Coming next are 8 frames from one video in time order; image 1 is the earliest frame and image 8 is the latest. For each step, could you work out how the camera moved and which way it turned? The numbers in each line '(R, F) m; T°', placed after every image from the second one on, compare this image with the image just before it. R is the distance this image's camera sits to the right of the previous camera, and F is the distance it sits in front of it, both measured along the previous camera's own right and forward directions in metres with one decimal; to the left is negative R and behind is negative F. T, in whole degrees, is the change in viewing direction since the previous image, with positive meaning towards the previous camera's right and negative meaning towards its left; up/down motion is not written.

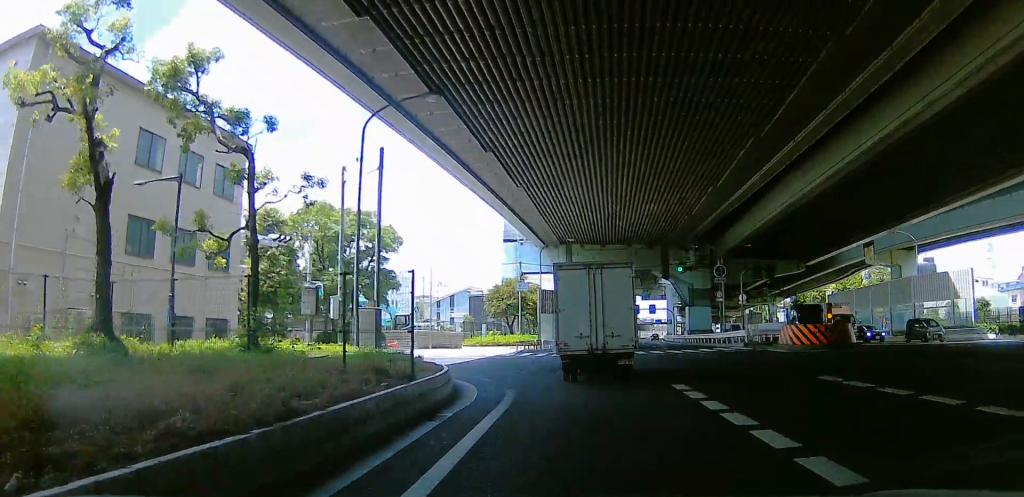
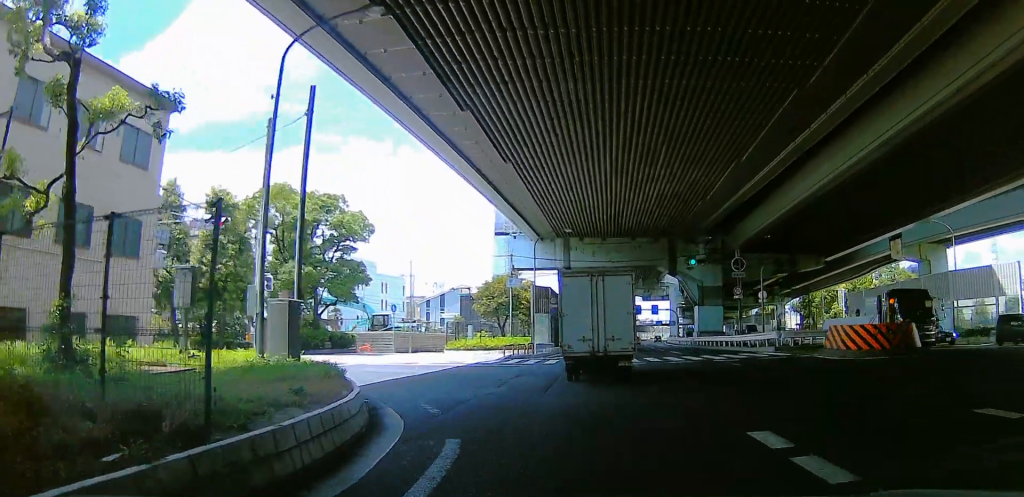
(+0.5, +4.1) m; +12°
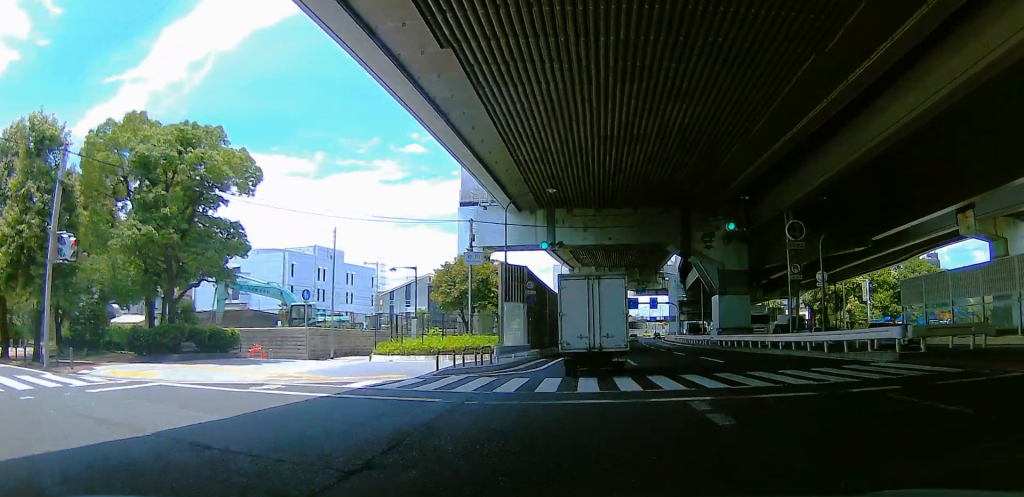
(+0.4, +10.0) m; +6°
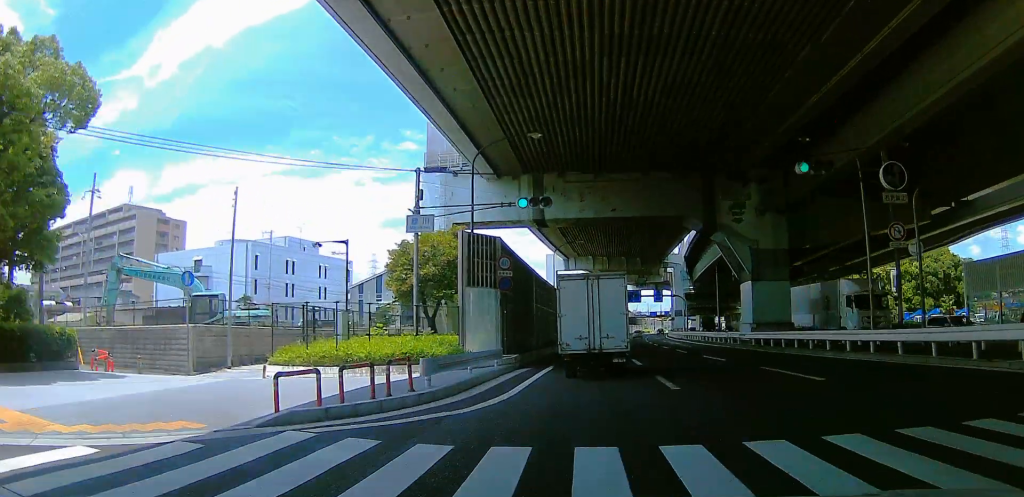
(+1.1, +8.6) m; +9°
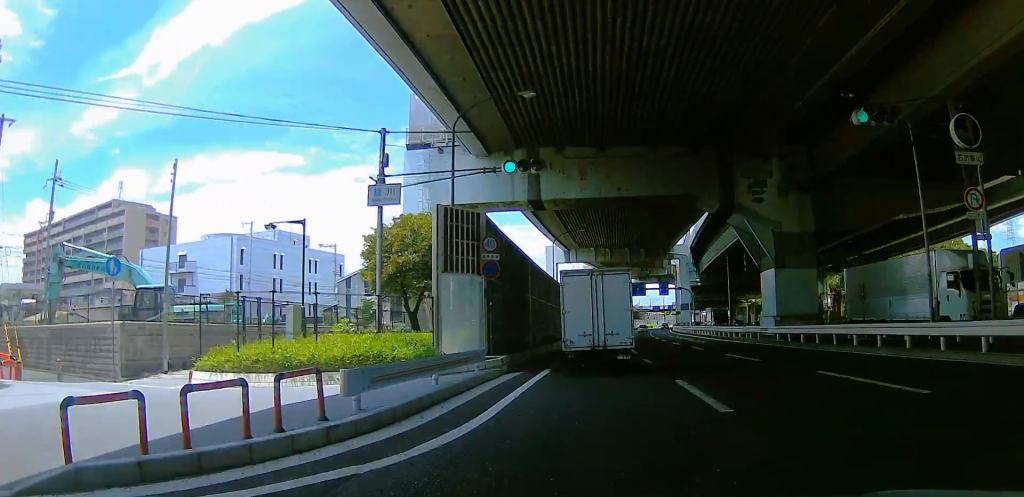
(+0.1, +3.8) m; +2°
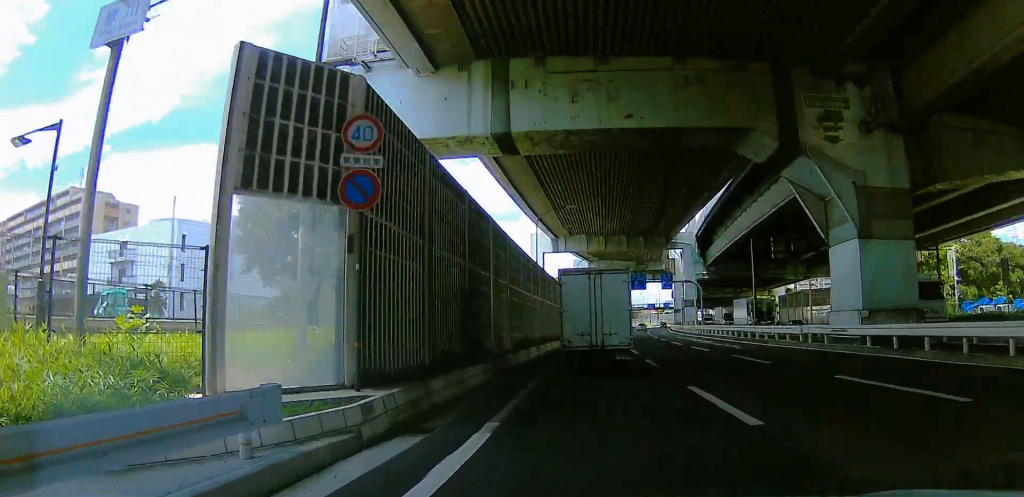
(0.0, +10.5) m; 0°
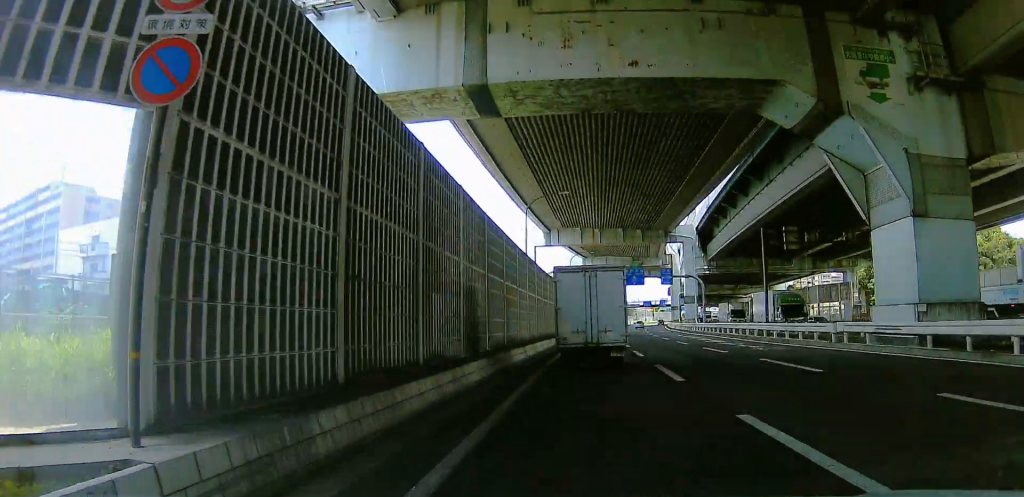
(0.0, +4.2) m; 0°
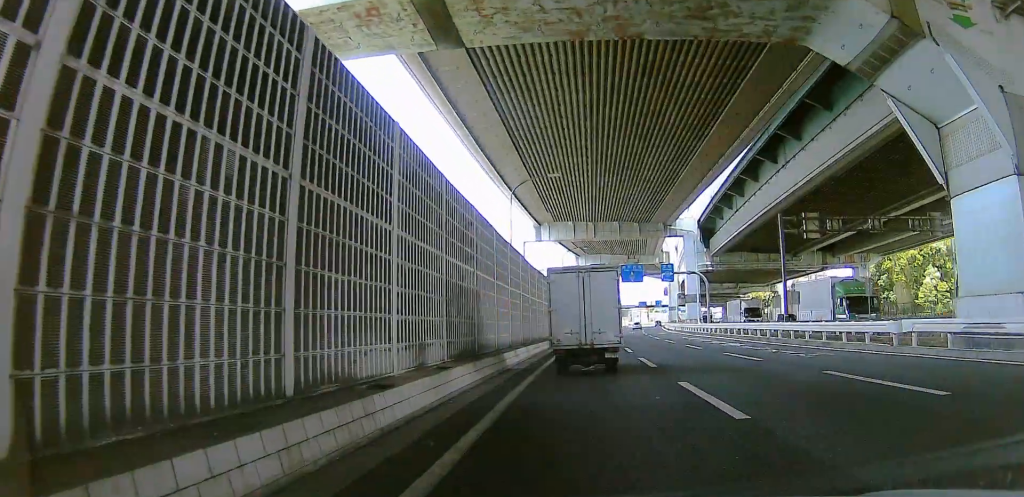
(0.0, +5.4) m; 0°
